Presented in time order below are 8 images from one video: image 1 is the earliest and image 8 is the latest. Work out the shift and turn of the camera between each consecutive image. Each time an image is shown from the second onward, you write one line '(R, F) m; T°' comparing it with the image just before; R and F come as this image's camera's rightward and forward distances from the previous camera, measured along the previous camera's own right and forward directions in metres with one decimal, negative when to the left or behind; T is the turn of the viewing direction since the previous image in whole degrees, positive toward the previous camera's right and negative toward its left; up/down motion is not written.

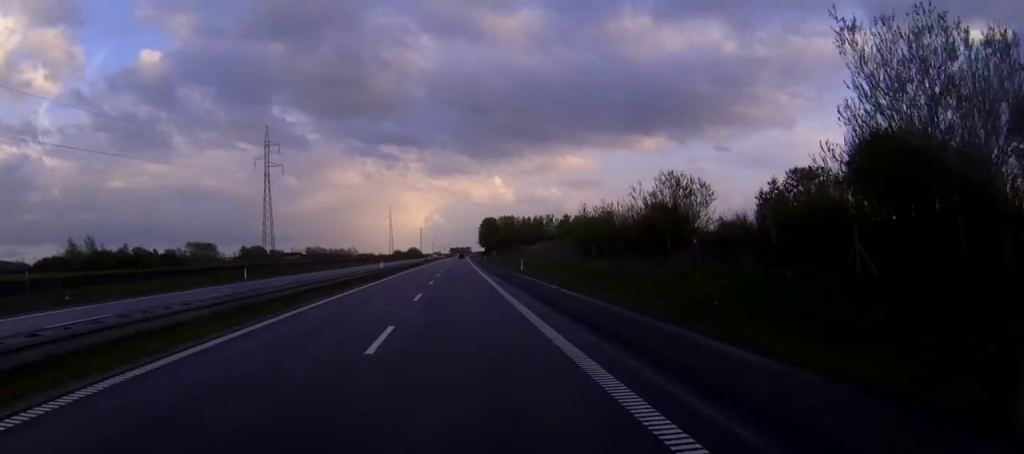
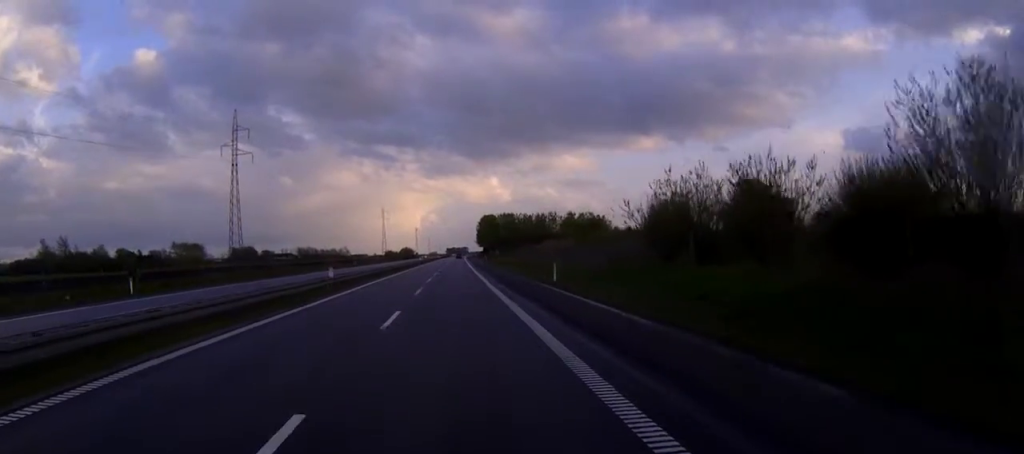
(+0.1, +25.0) m; 0°
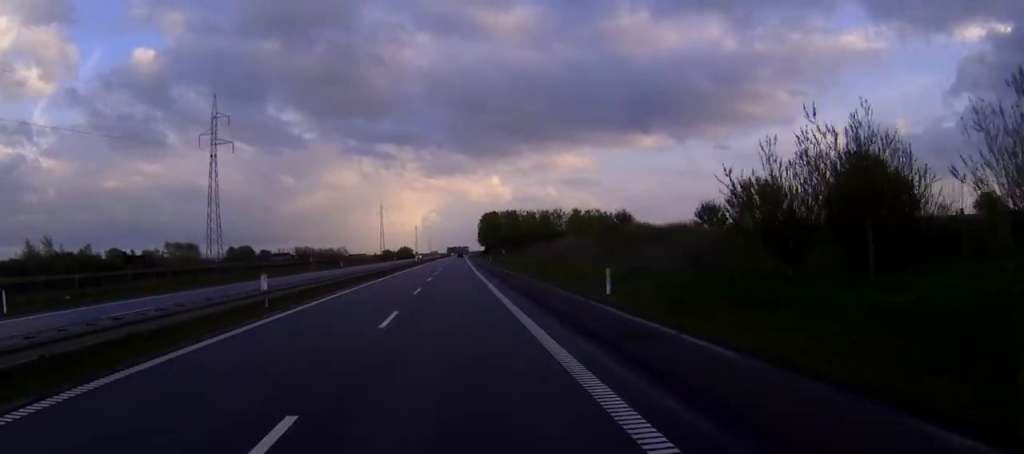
(0.0, +14.9) m; 0°
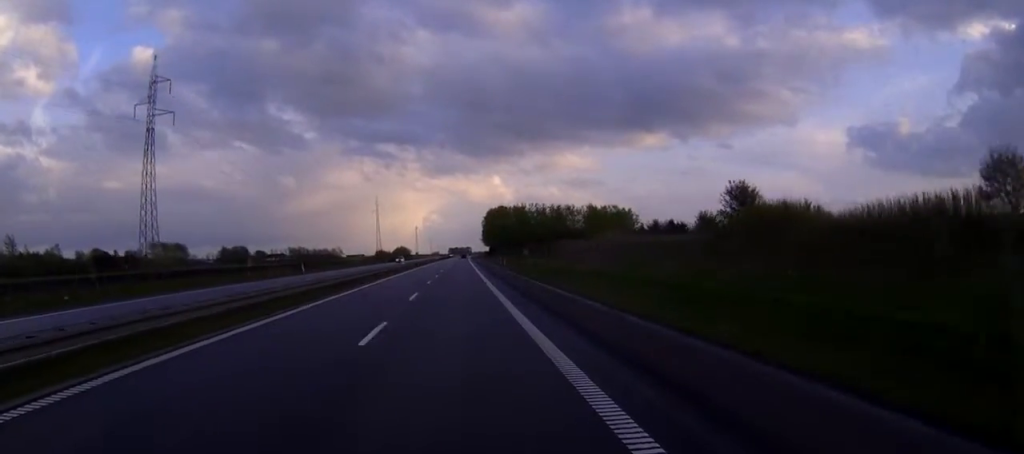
(-0.1, +33.2) m; 0°
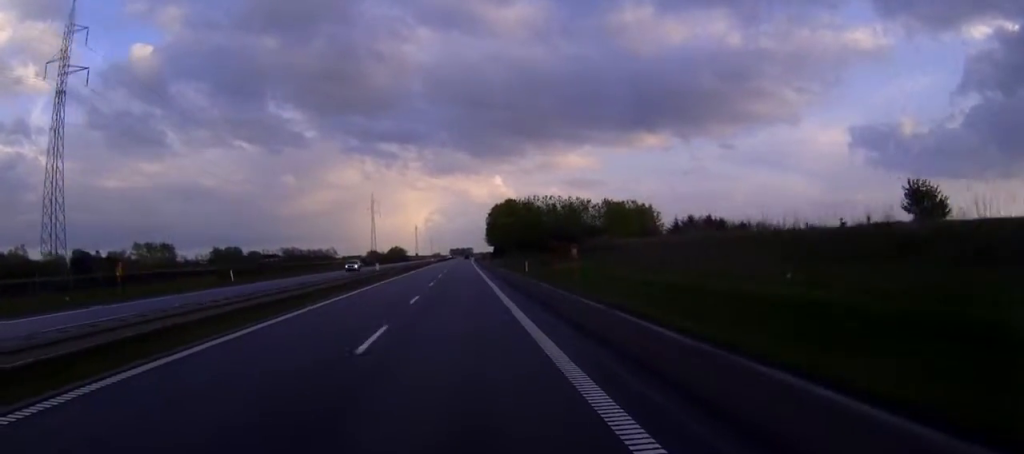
(0.0, +30.6) m; 0°
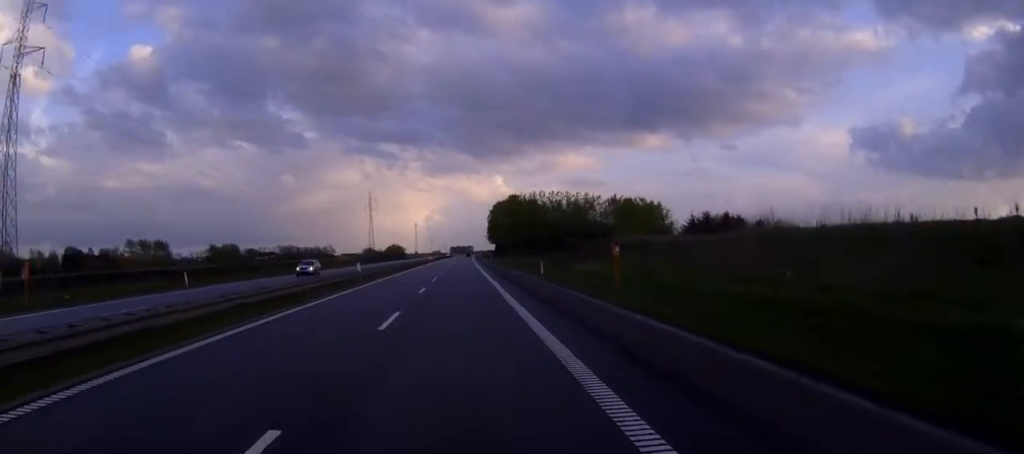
(0.0, +11.6) m; 0°
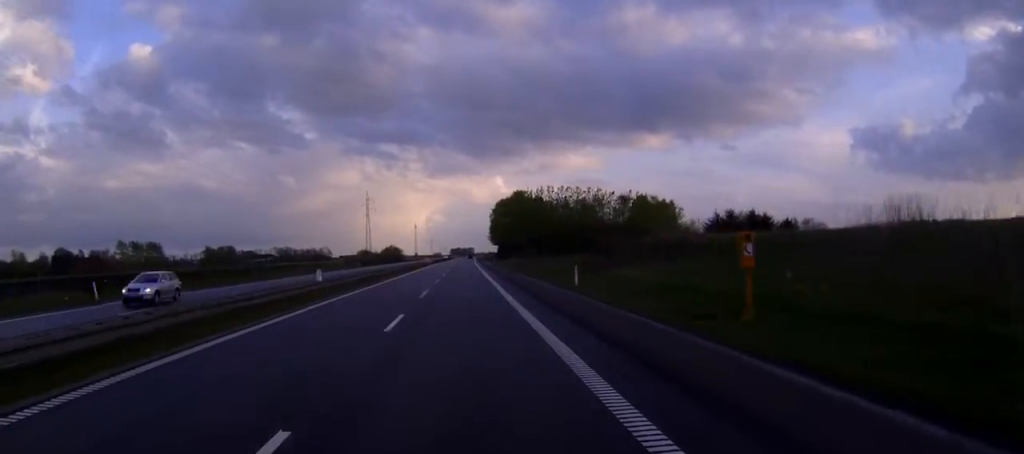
(0.0, +14.9) m; 0°
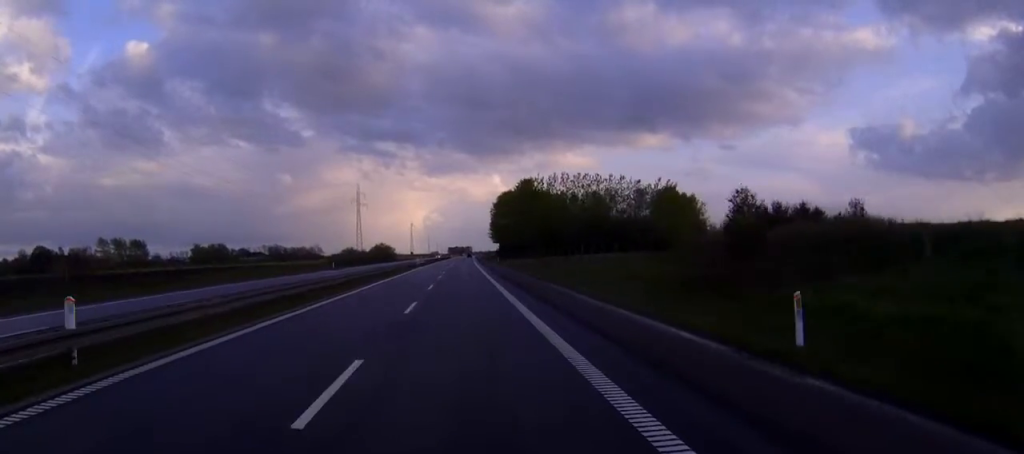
(0.0, +24.8) m; 0°
